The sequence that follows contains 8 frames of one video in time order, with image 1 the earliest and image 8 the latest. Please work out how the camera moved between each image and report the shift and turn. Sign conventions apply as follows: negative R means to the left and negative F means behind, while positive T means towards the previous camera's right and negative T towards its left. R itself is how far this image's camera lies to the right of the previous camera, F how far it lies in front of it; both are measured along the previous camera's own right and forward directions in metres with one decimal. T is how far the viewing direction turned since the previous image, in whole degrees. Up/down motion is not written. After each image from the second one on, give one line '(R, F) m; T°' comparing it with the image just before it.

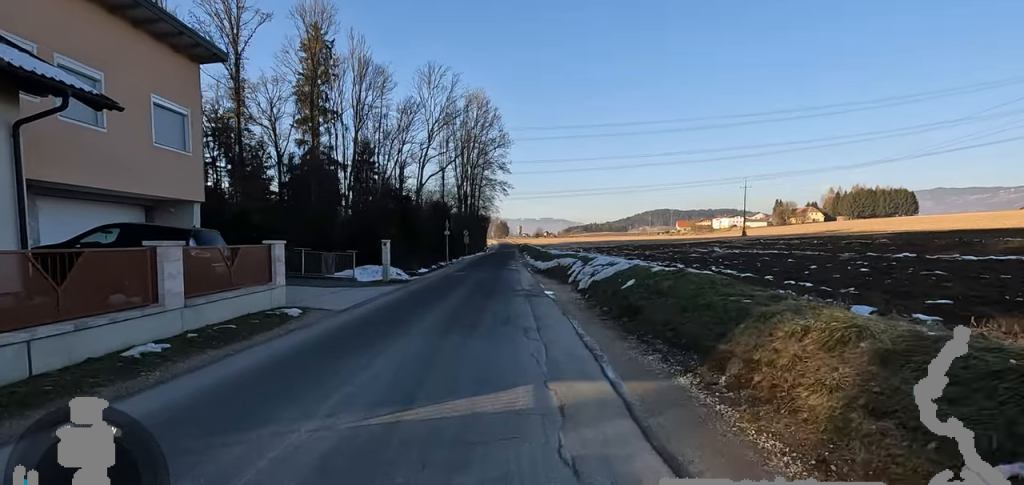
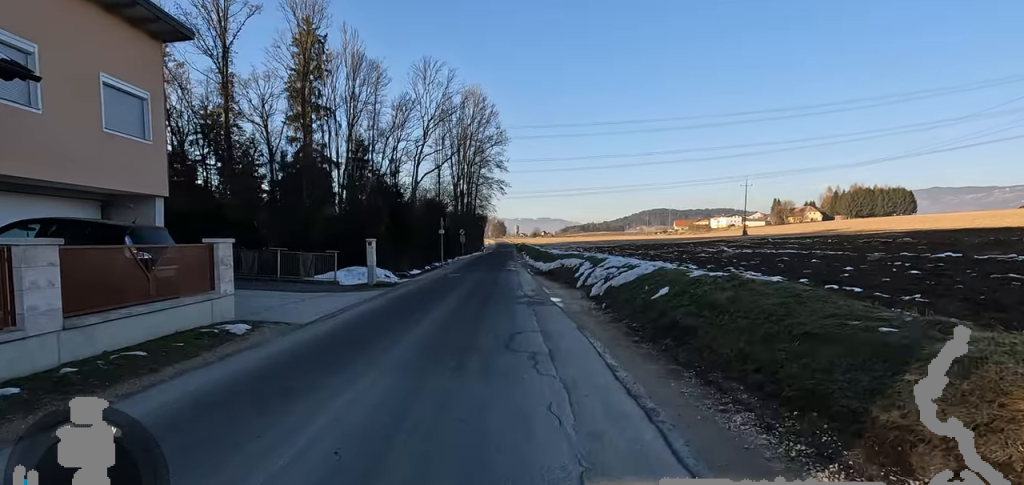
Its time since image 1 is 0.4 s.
(-0.2, +2.0) m; 0°
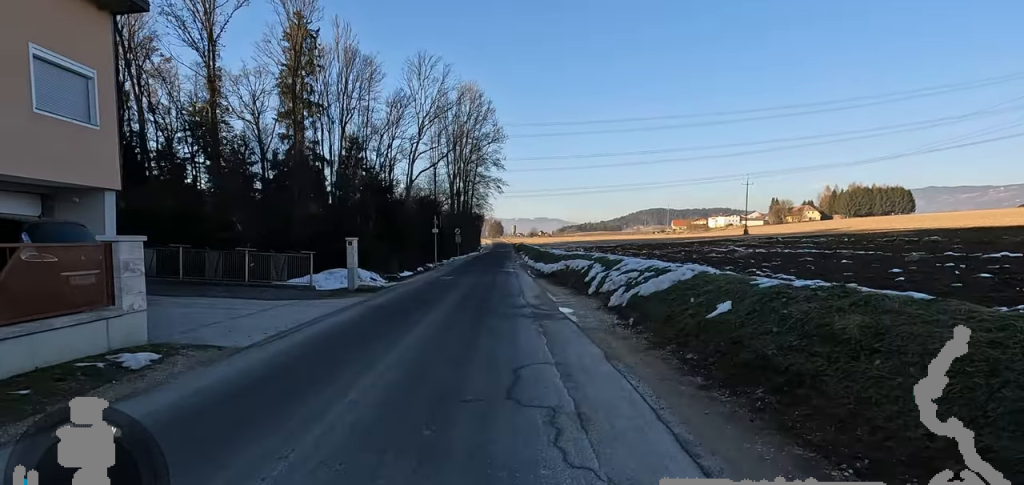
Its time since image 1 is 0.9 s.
(-0.2, +2.1) m; 0°
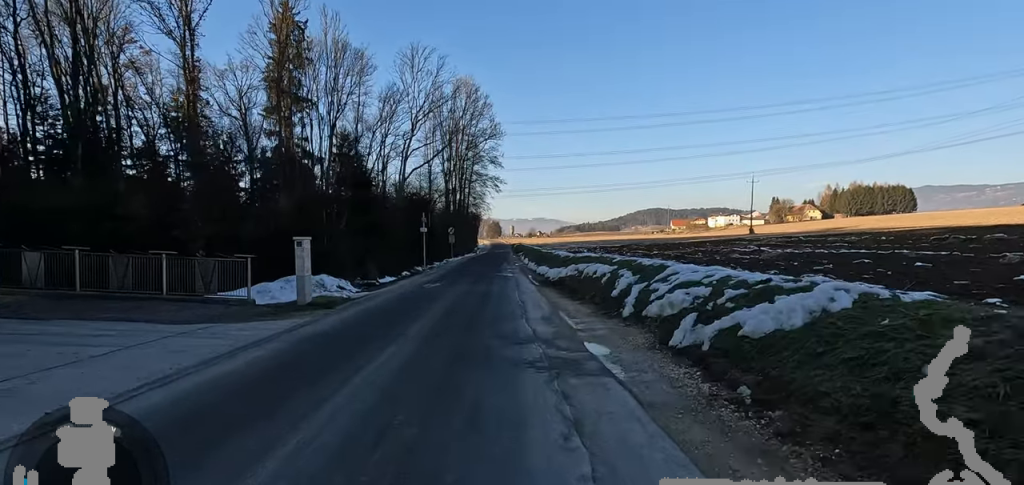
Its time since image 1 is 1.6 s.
(+0.2, +3.7) m; 0°
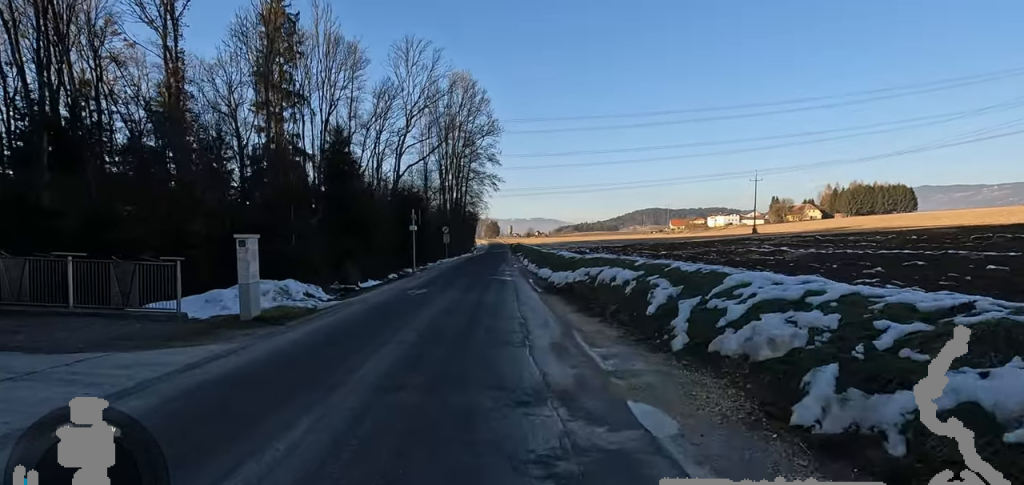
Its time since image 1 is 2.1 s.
(+0.1, +2.5) m; 0°
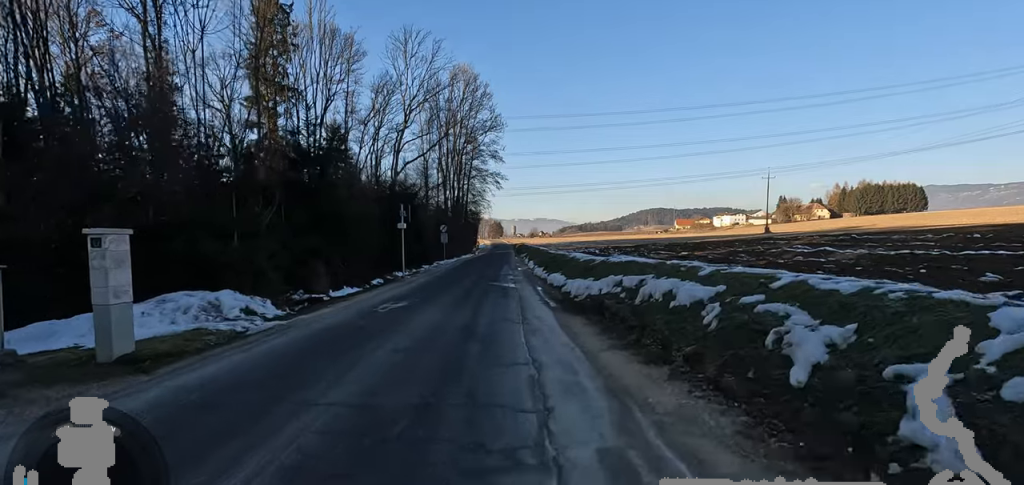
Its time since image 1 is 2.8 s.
(-0.3, +3.4) m; 0°
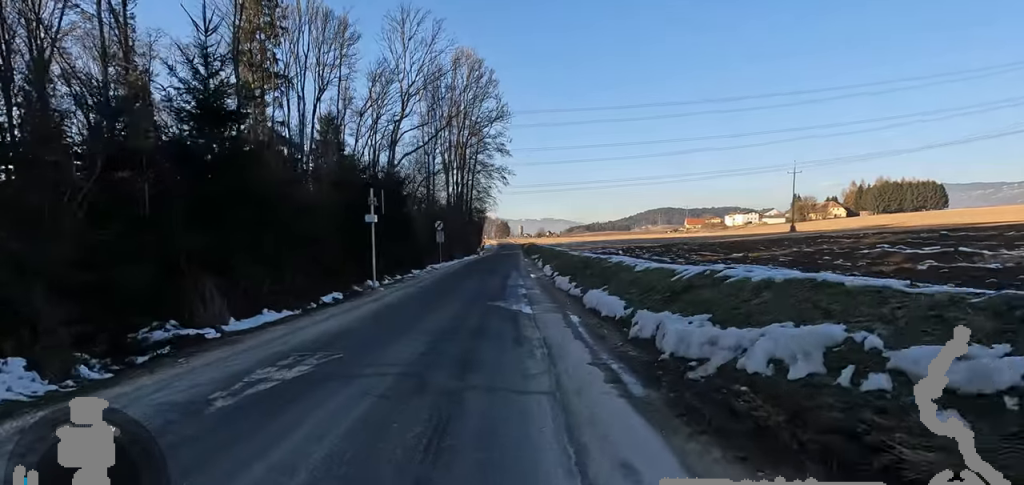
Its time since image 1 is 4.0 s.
(+0.4, +6.4) m; 0°
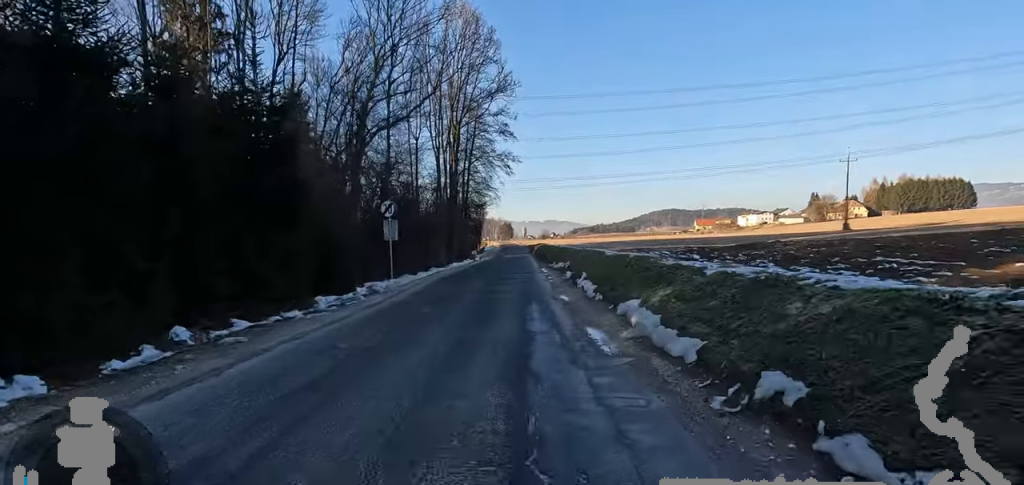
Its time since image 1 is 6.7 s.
(-0.3, +13.9) m; 0°
